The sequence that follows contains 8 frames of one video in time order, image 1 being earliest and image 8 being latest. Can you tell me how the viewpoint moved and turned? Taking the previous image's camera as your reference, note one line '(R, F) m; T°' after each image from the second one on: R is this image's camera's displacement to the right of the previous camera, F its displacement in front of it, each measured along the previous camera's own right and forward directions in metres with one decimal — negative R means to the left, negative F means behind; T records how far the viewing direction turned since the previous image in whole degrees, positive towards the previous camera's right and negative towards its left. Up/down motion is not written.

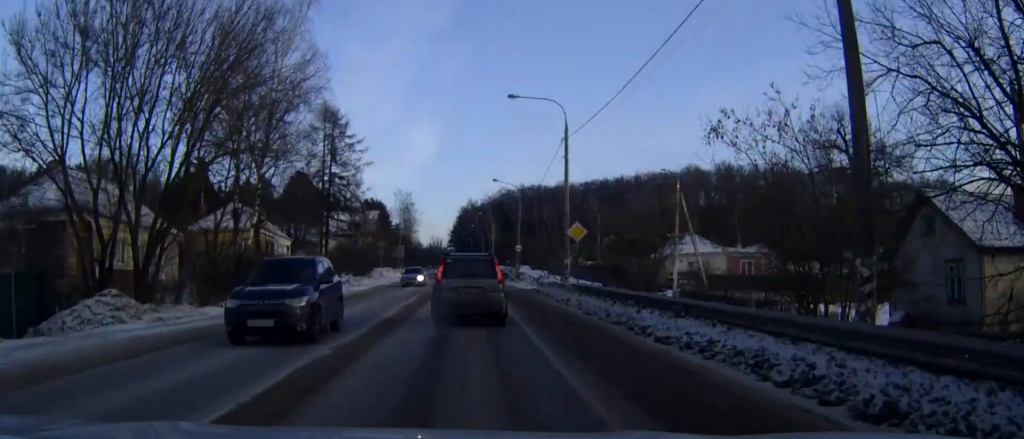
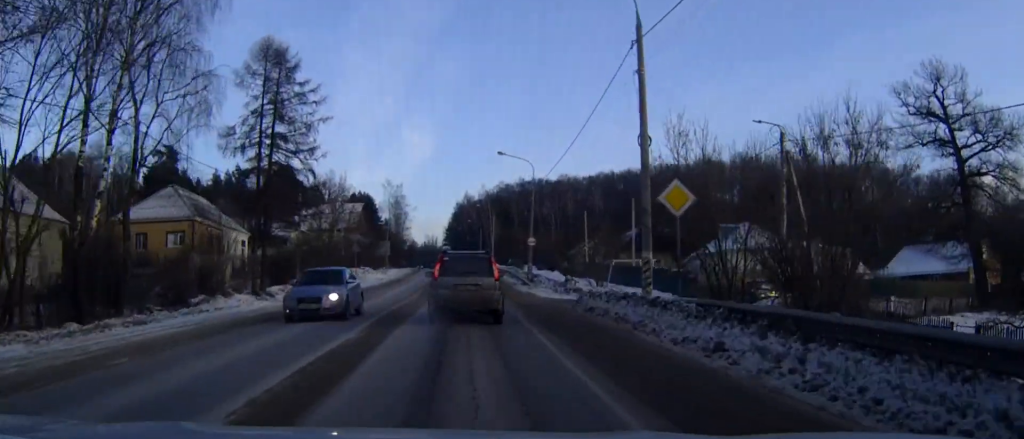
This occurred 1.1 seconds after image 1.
(-0.1, +16.3) m; 0°
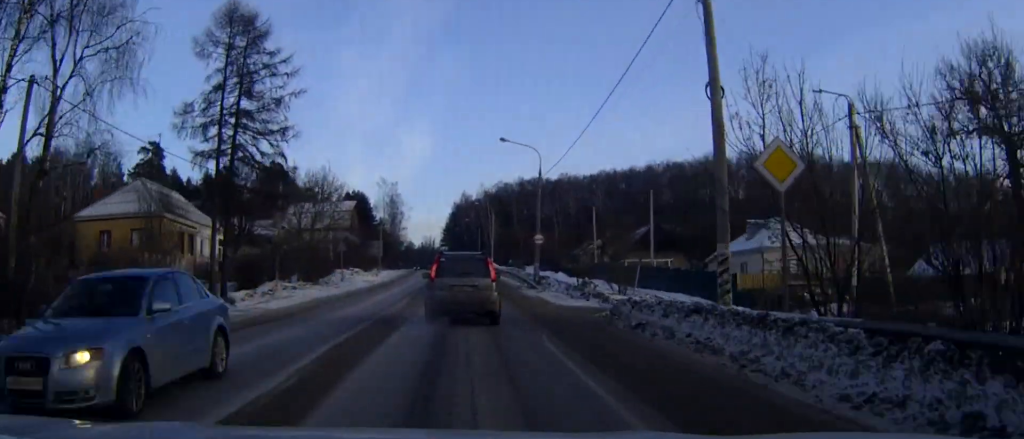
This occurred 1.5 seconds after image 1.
(+0.1, +6.2) m; 0°
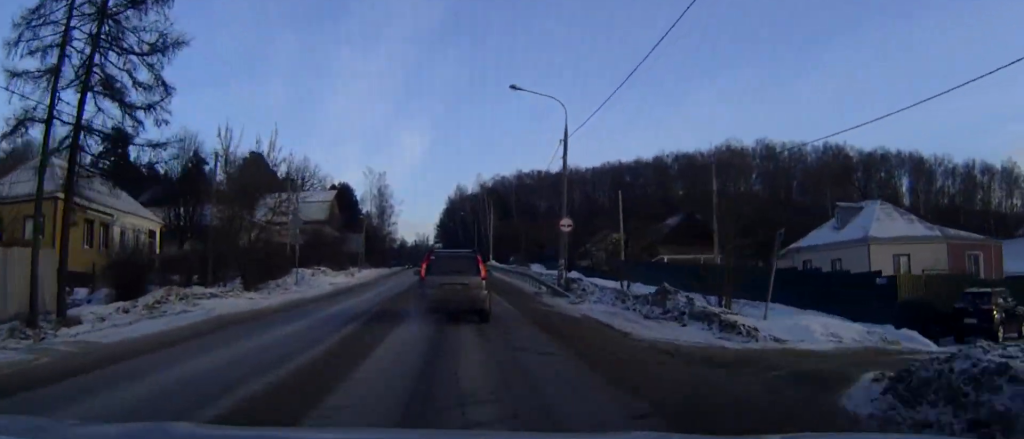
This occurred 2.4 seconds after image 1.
(+0.1, +13.8) m; +1°
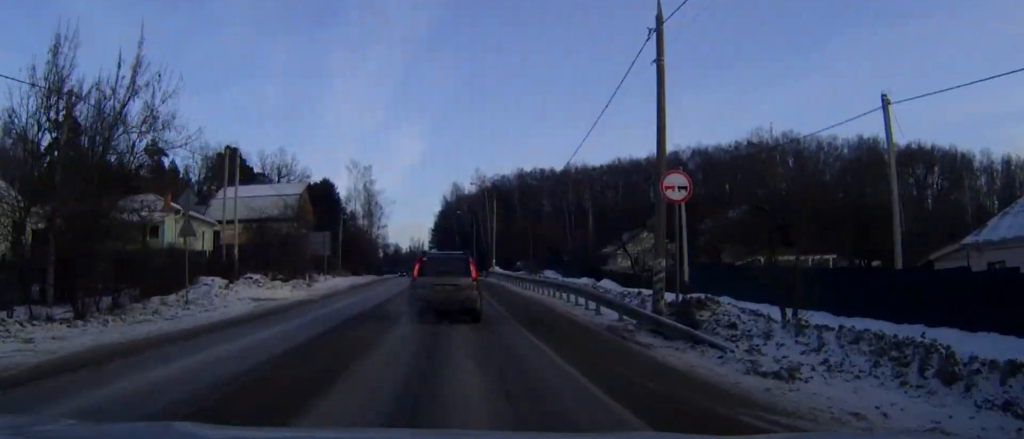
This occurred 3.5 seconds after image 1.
(+0.1, +17.0) m; 0°
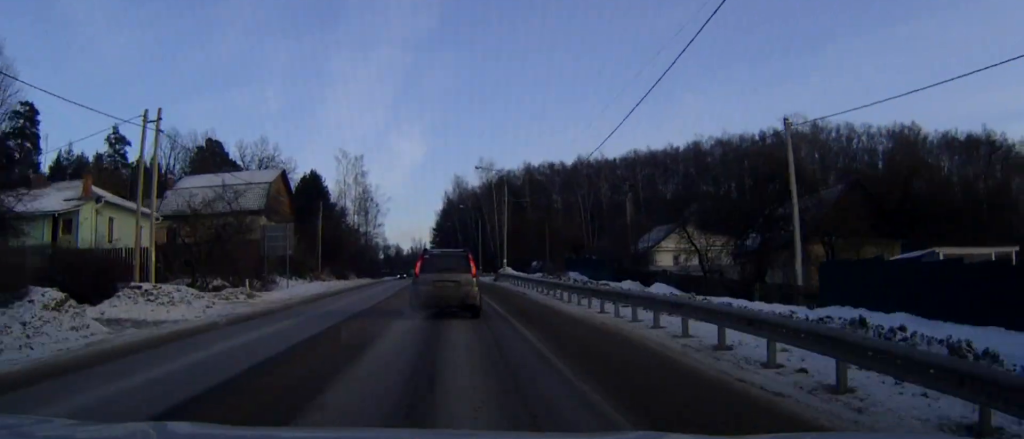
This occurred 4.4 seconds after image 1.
(0.0, +13.9) m; 0°
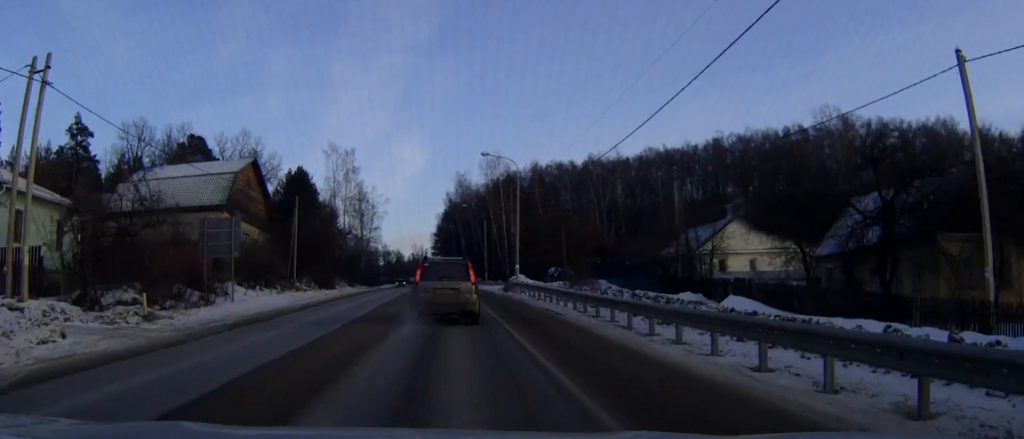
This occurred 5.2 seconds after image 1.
(0.0, +11.4) m; 0°
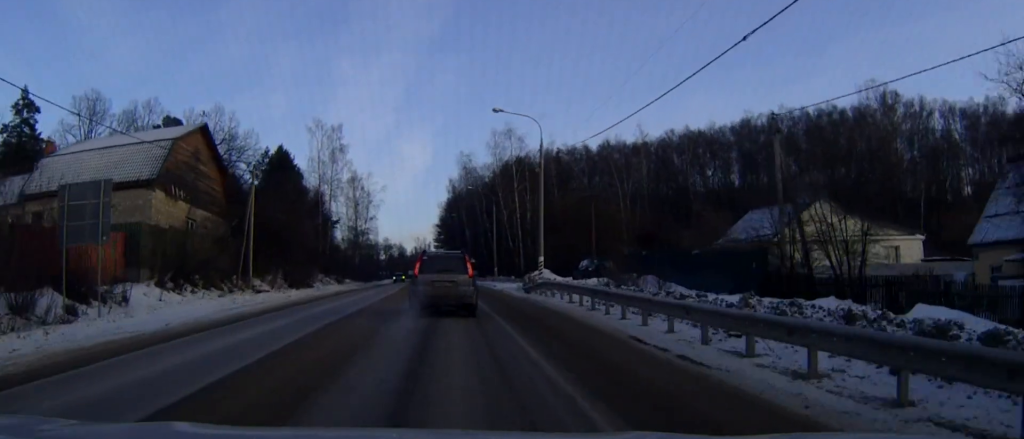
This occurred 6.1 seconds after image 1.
(-0.1, +13.5) m; -1°
